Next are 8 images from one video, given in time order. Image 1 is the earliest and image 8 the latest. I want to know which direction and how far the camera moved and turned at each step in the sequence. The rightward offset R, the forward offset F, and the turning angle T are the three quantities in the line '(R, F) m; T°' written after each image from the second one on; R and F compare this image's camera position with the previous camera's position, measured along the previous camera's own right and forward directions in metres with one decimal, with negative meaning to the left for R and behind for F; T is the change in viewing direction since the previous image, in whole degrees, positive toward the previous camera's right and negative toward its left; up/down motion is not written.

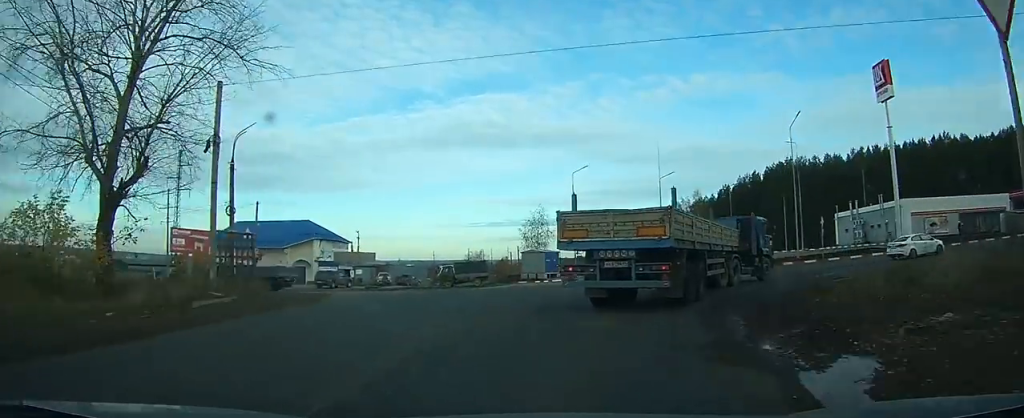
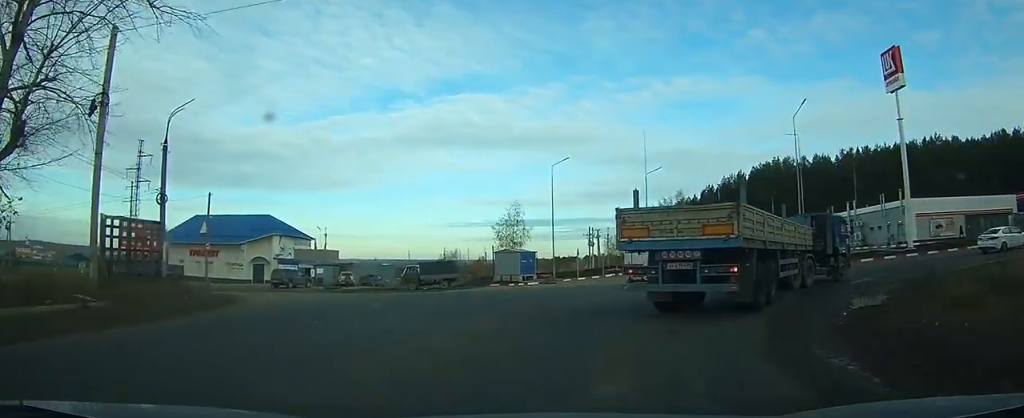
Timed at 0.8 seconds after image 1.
(0.0, +4.3) m; +1°
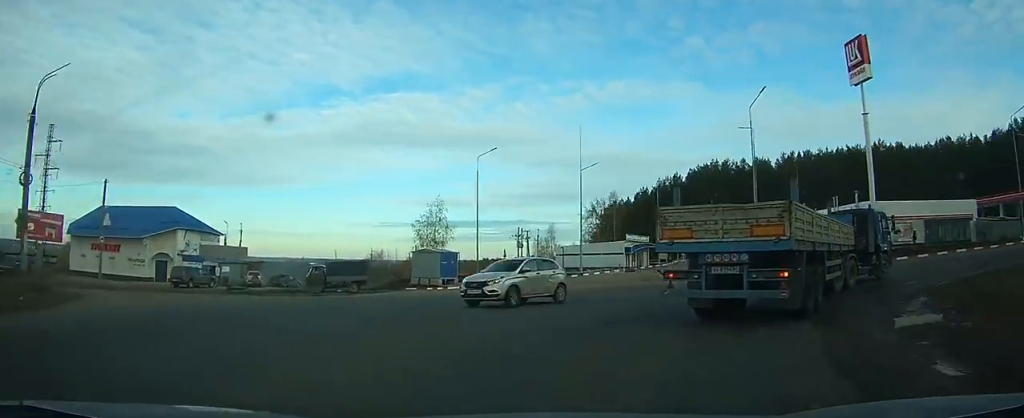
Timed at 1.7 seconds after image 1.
(0.0, +5.0) m; +4°
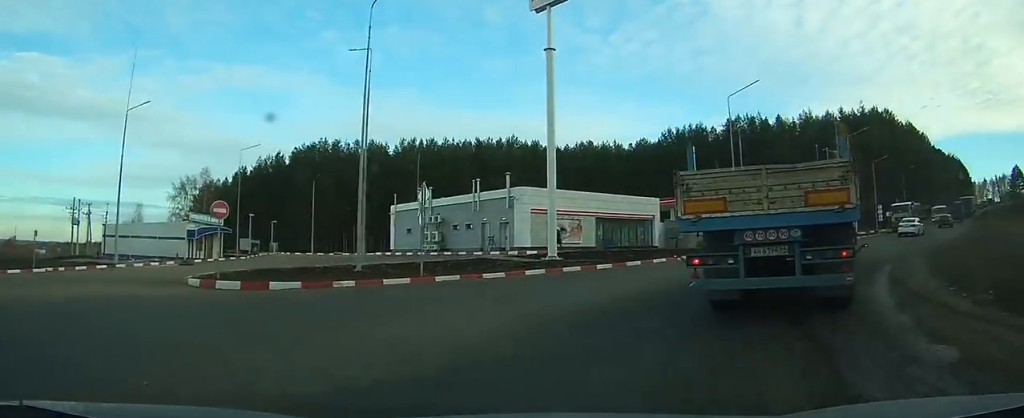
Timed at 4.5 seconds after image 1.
(+2.1, +16.5) m; +23°
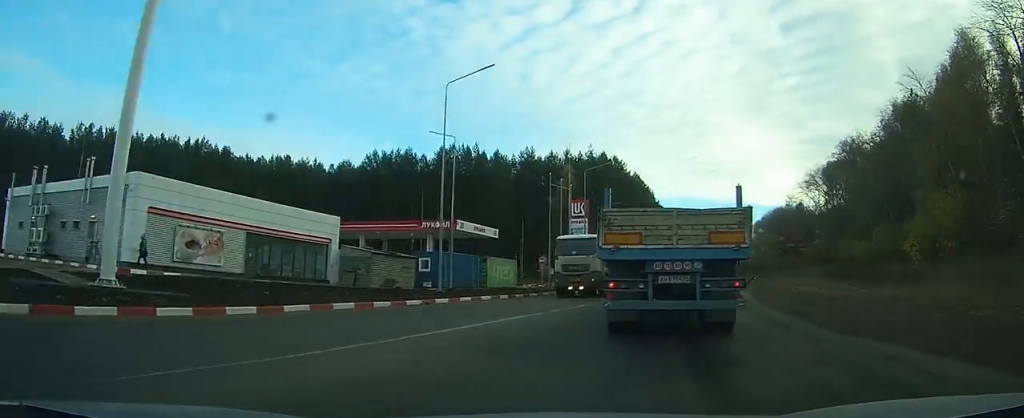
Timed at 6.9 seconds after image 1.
(+3.9, +13.6) m; +31°
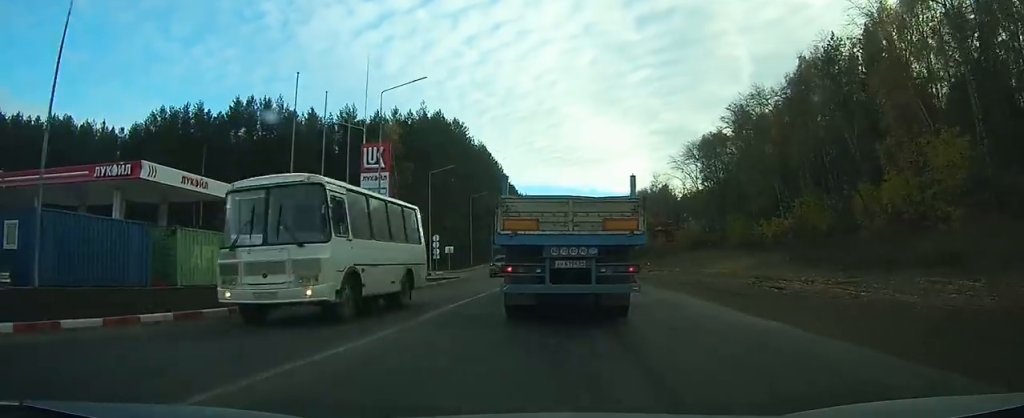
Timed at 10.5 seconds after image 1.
(+7.4, +20.7) m; +28°
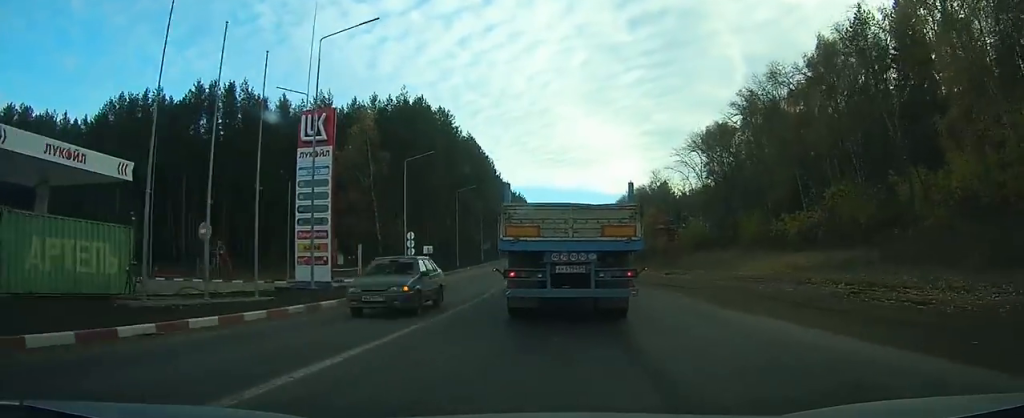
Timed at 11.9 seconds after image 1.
(+0.2, +9.2) m; +1°
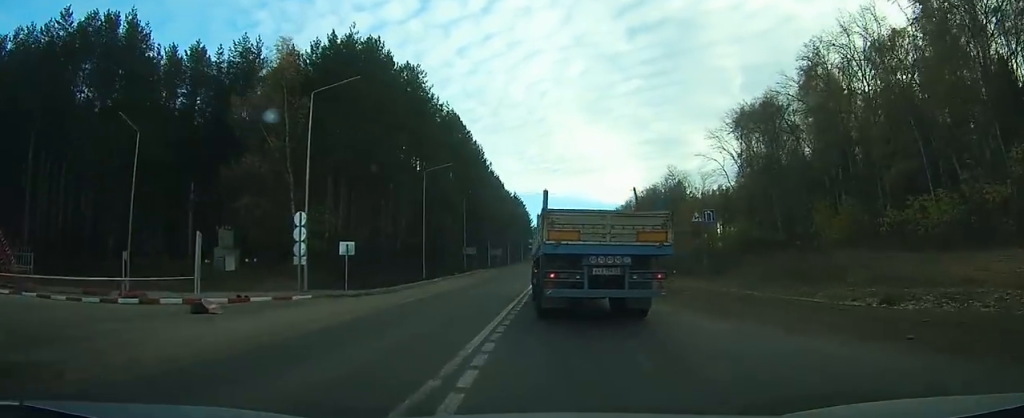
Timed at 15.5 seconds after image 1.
(-0.1, +25.2) m; 0°
